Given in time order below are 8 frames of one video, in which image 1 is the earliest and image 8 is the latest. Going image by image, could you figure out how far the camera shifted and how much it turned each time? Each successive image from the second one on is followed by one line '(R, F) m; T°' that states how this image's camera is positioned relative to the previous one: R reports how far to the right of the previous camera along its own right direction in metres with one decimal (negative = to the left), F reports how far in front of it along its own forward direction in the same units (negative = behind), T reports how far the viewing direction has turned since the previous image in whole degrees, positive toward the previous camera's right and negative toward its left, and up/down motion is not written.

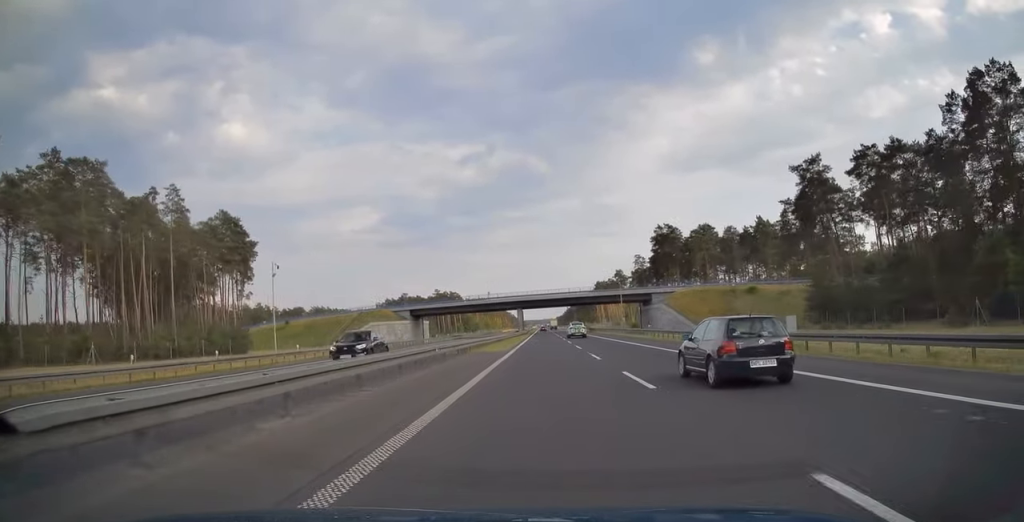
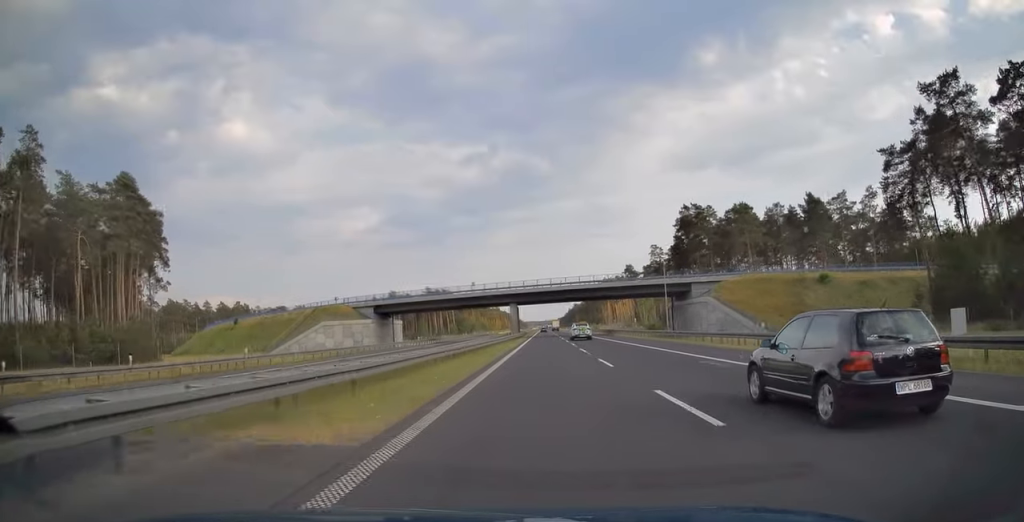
(-0.1, +28.5) m; 0°
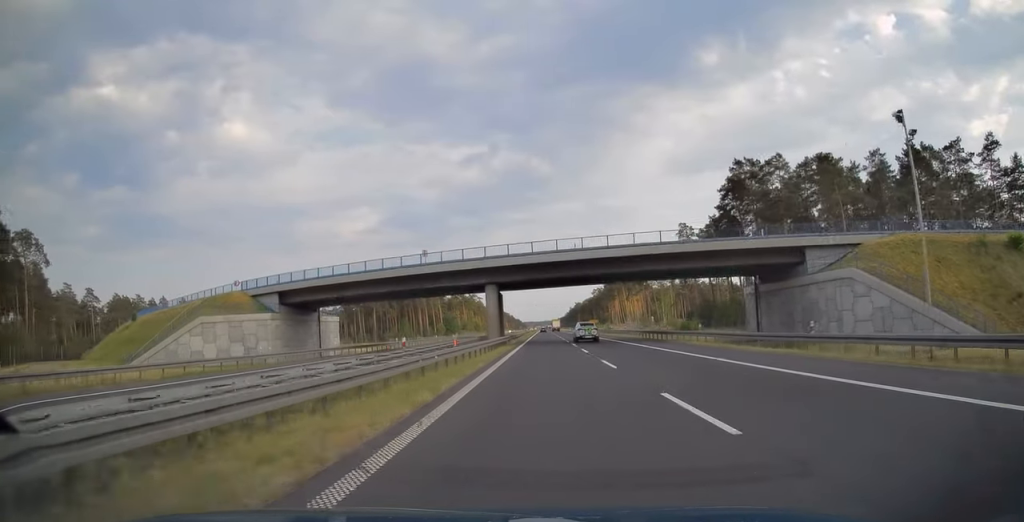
(-0.2, +36.6) m; 0°
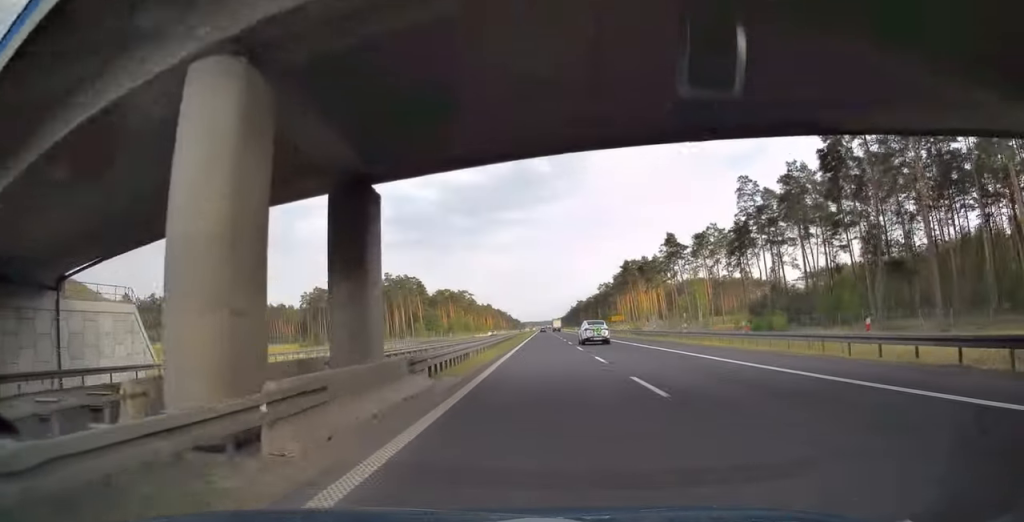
(+0.1, +43.9) m; 0°
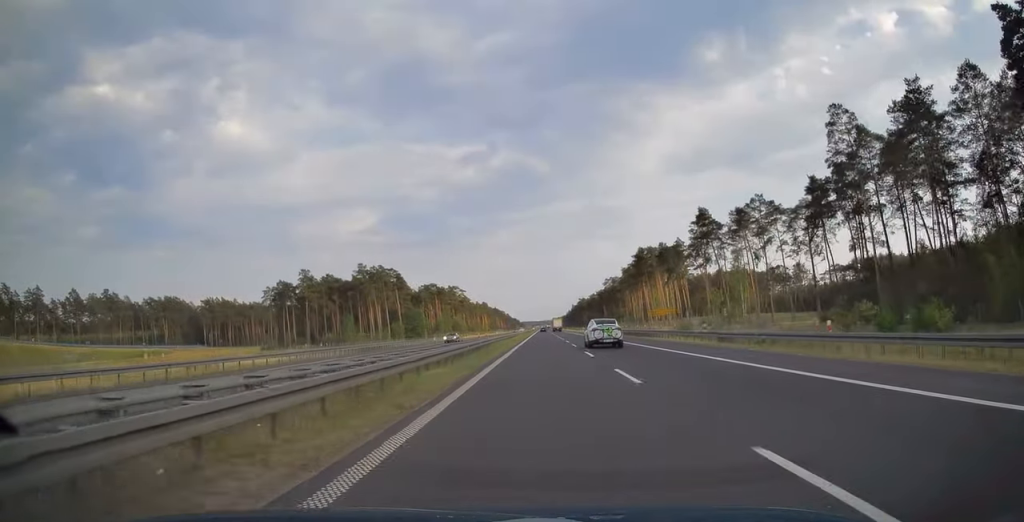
(0.0, +33.1) m; 0°
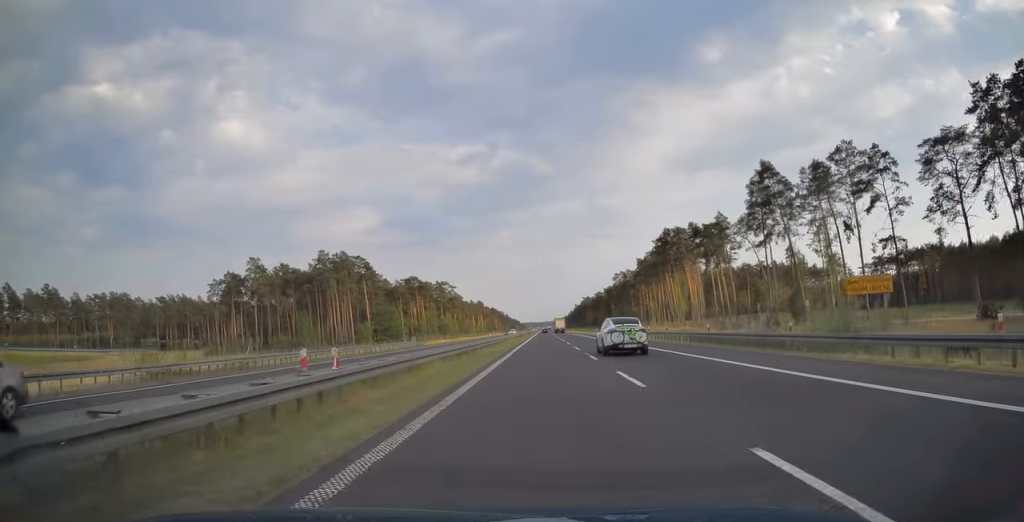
(+0.1, +36.6) m; 0°
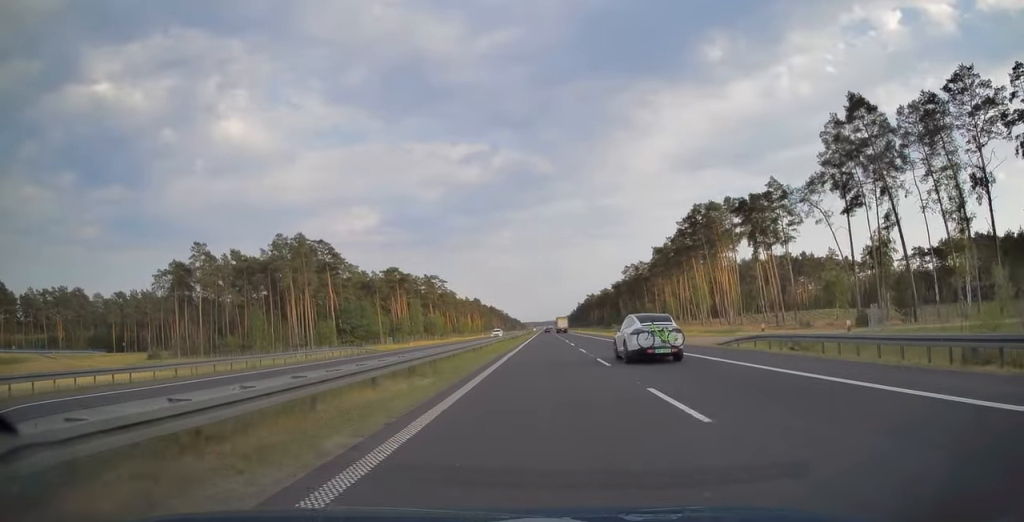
(-0.1, +28.4) m; 0°
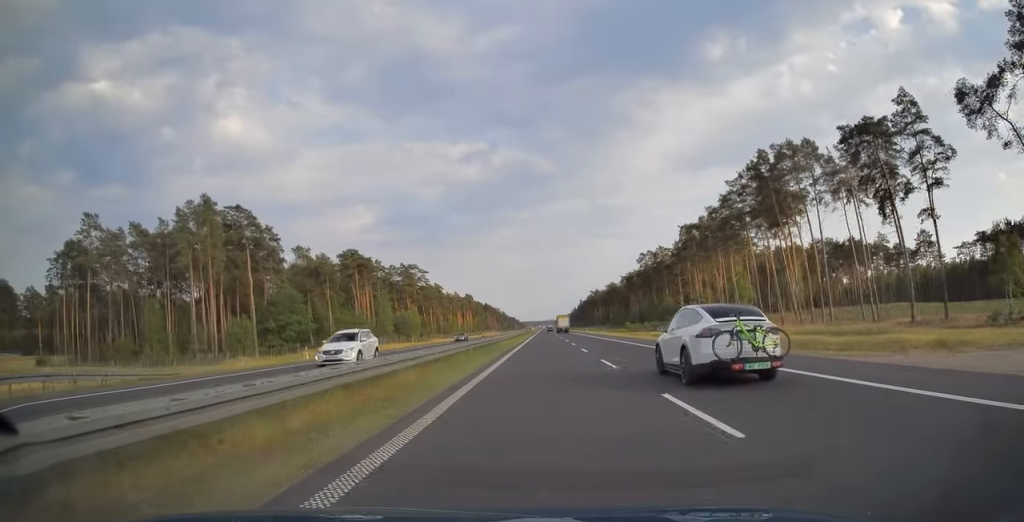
(0.0, +37.8) m; 0°
